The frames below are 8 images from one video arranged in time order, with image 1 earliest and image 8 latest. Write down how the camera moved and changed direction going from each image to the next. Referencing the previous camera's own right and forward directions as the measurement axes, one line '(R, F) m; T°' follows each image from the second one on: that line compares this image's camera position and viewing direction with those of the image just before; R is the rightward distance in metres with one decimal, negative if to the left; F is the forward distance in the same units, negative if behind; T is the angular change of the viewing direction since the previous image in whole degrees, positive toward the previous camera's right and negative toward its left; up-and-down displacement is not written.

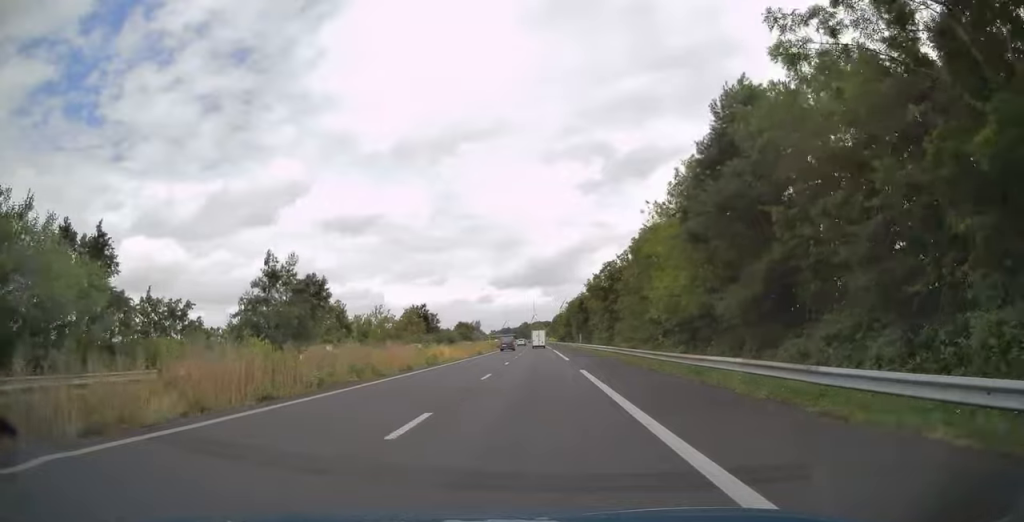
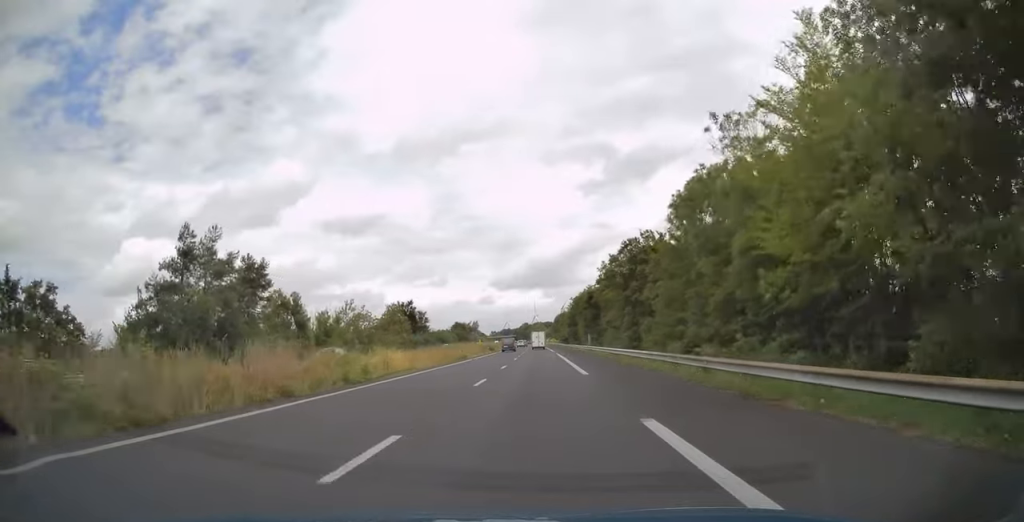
(0.0, +15.5) m; 0°
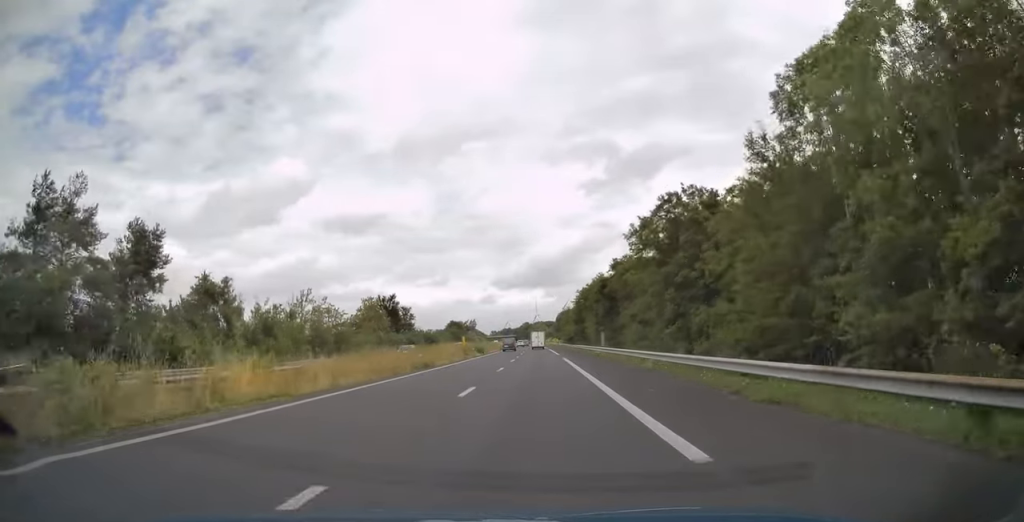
(0.0, +16.1) m; 0°
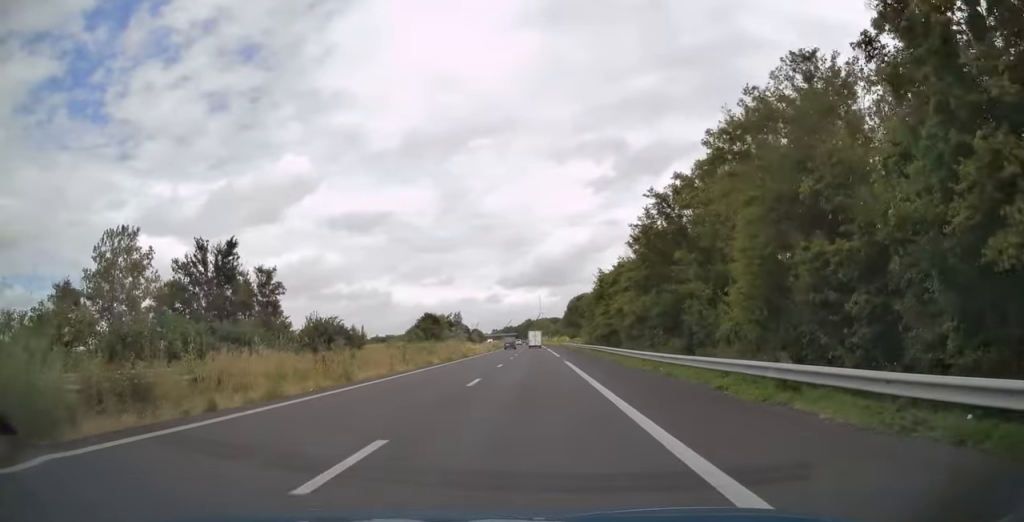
(-0.3, +62.6) m; -1°
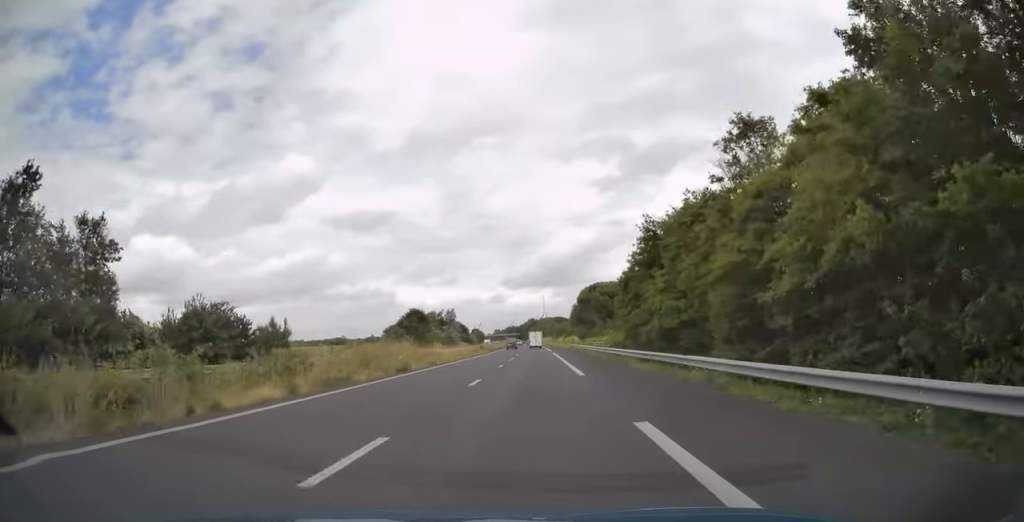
(-0.1, +25.8) m; 0°
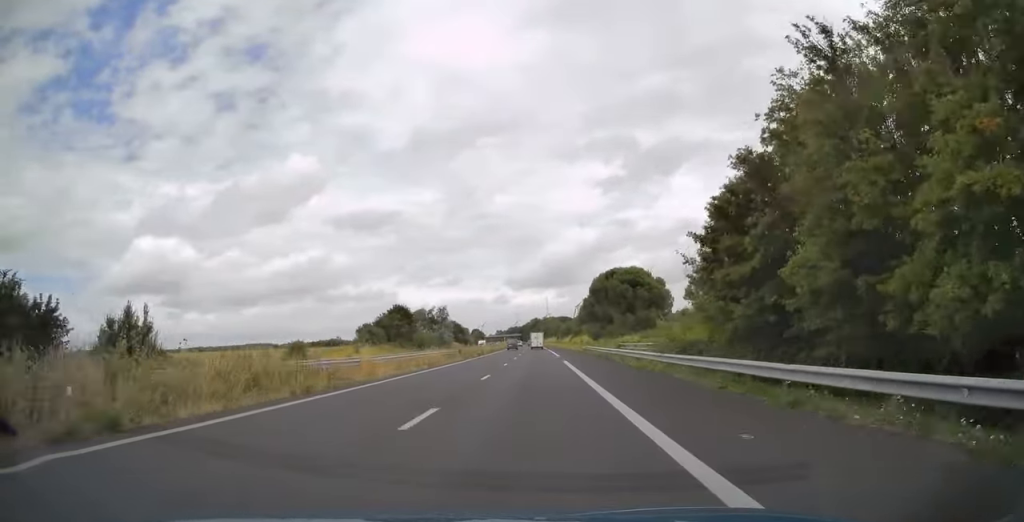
(0.0, +22.0) m; 0°
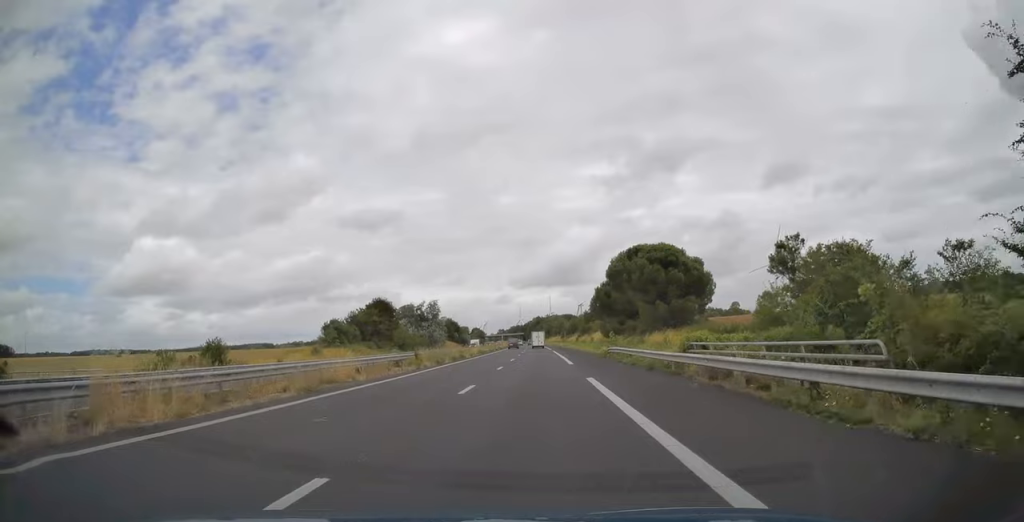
(-0.1, +19.2) m; 0°
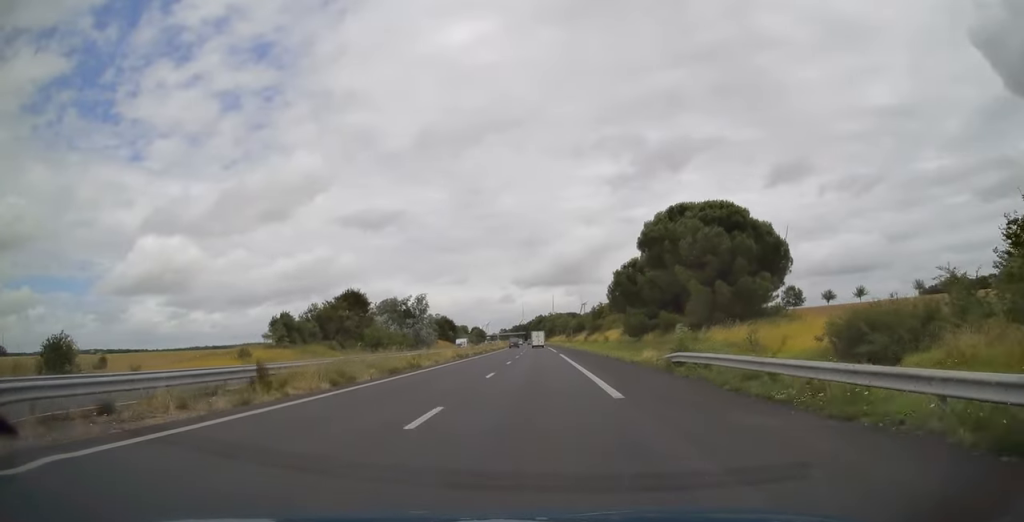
(0.0, +19.8) m; 0°
